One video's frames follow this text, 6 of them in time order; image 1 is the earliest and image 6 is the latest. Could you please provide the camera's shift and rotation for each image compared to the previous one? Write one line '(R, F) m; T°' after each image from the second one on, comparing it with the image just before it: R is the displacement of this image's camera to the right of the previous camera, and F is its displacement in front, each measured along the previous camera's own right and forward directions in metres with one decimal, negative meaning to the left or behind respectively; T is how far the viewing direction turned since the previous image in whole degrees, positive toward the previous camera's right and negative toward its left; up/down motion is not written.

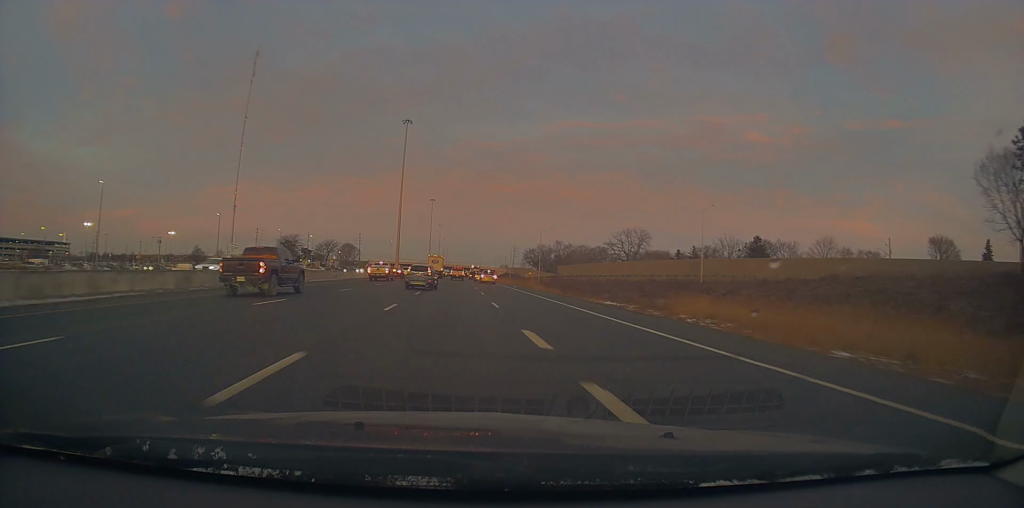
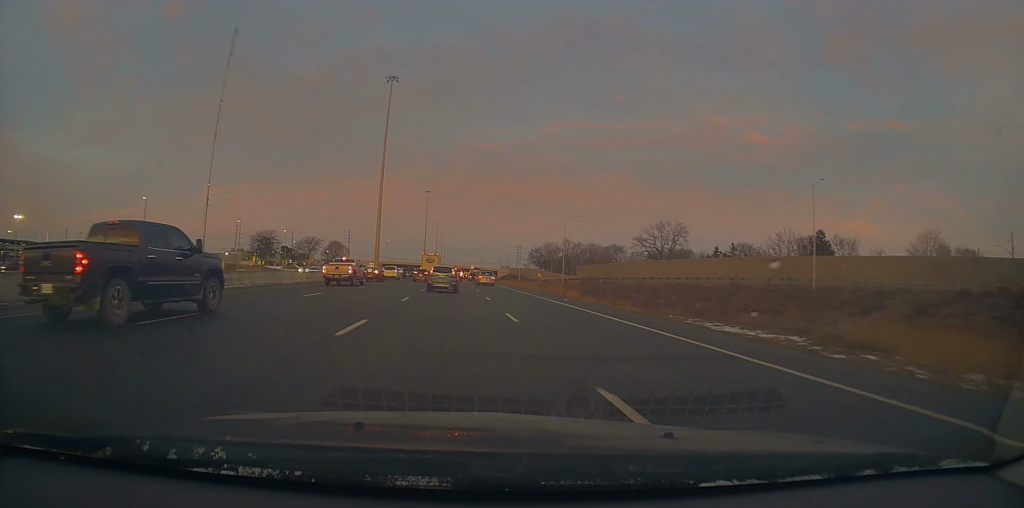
(-0.3, +31.4) m; 0°
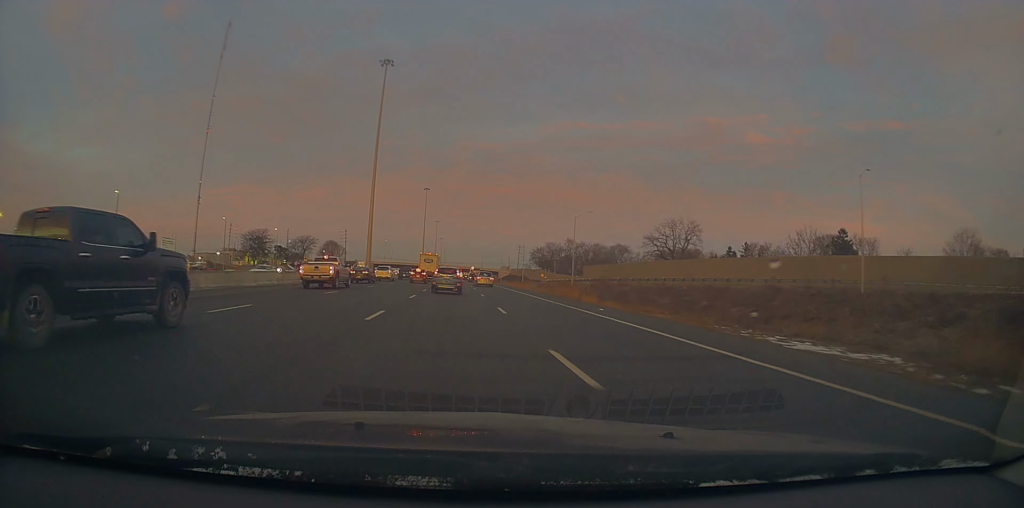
(+0.2, +8.8) m; 0°
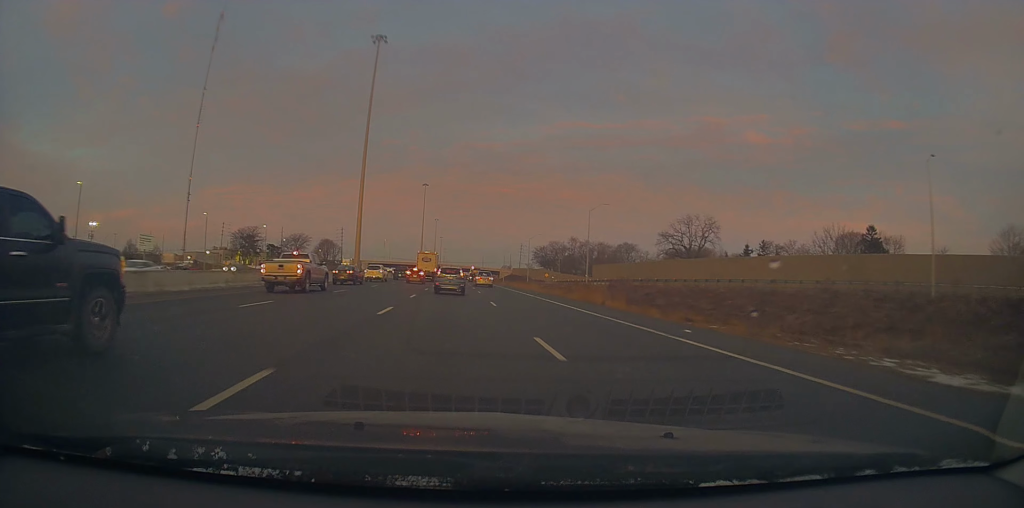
(+0.2, +10.3) m; 0°
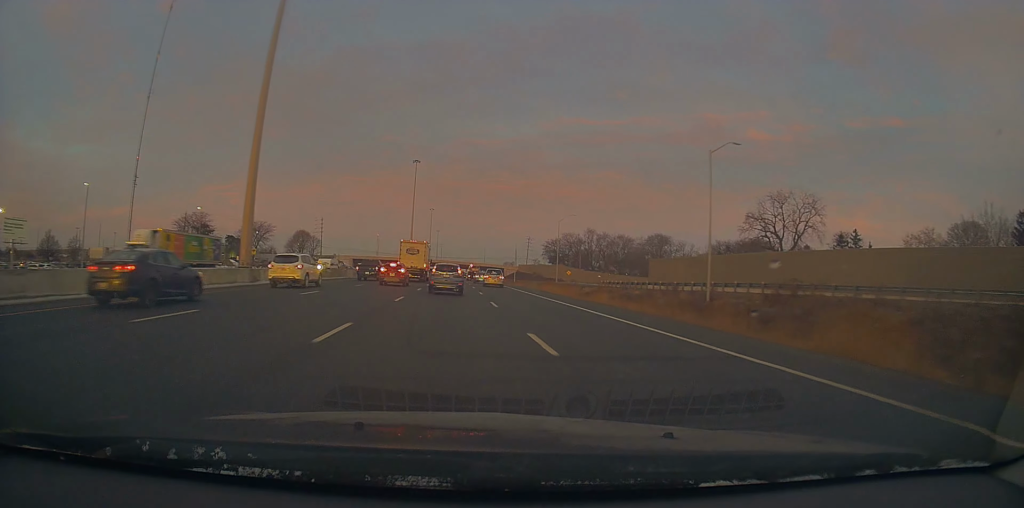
(-0.9, +42.3) m; 0°
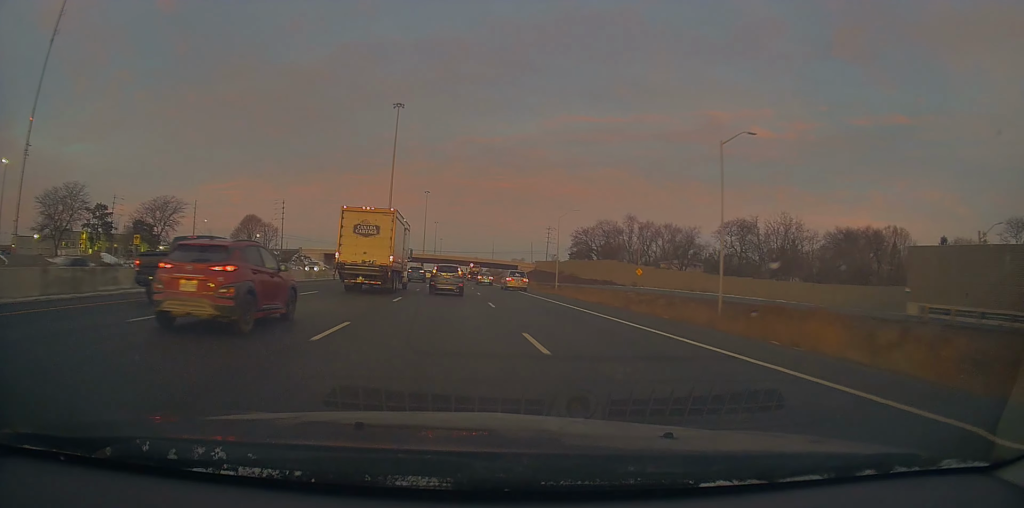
(+0.8, +63.4) m; +1°
